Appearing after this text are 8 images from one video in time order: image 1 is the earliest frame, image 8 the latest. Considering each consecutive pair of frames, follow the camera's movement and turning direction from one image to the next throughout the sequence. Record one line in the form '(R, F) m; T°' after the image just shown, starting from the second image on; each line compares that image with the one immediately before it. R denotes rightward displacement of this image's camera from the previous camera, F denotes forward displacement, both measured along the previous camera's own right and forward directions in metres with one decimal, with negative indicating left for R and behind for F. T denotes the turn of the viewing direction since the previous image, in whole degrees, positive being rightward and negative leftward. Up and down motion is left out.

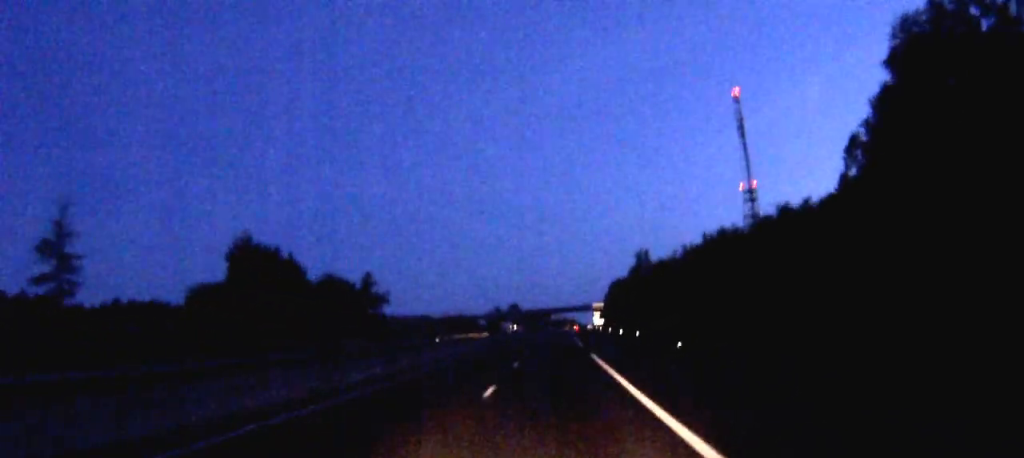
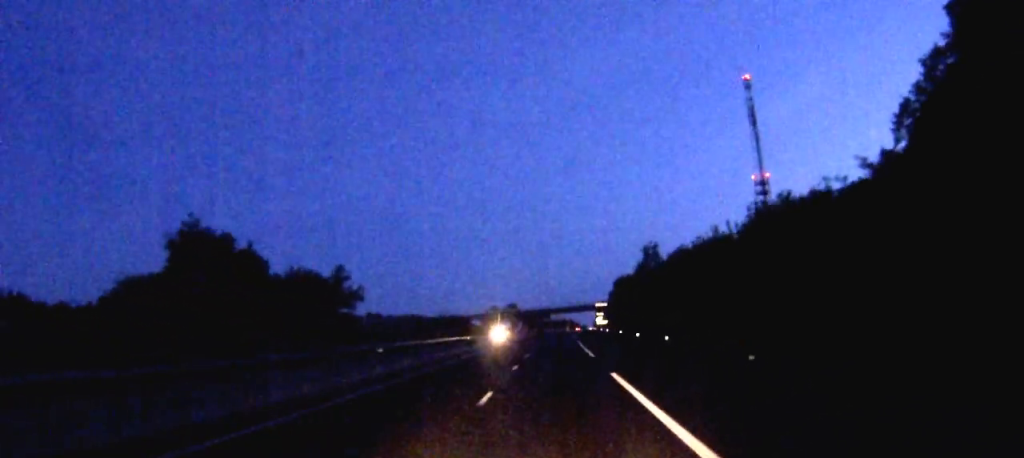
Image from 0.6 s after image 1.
(0.0, +13.9) m; 0°
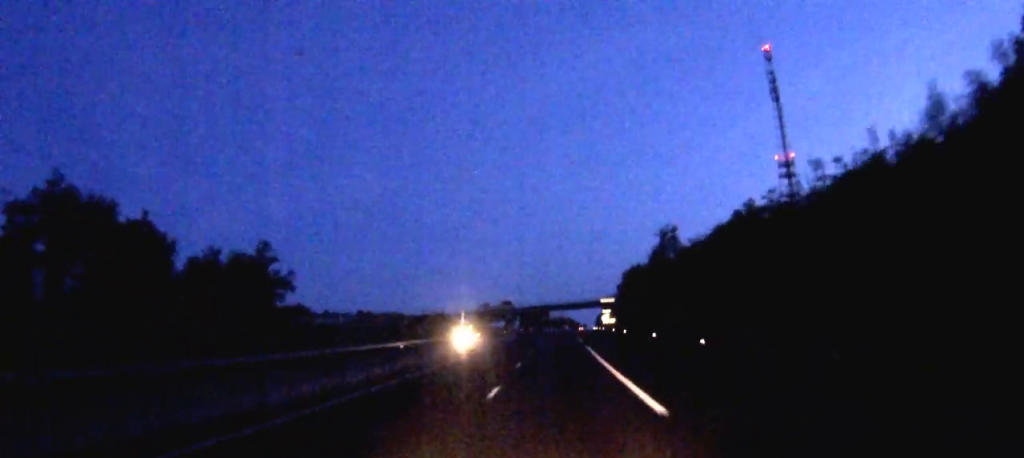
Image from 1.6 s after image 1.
(0.0, +24.6) m; 0°
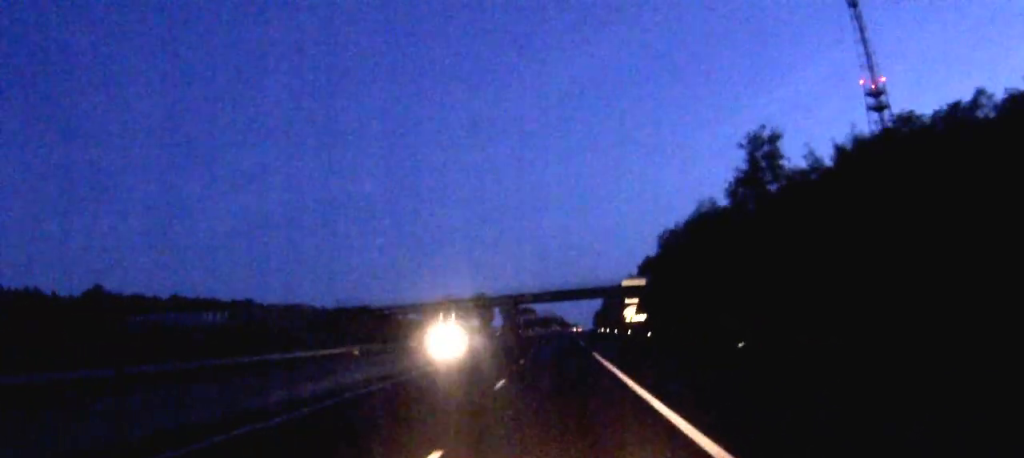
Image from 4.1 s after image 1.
(+1.0, +62.2) m; +1°
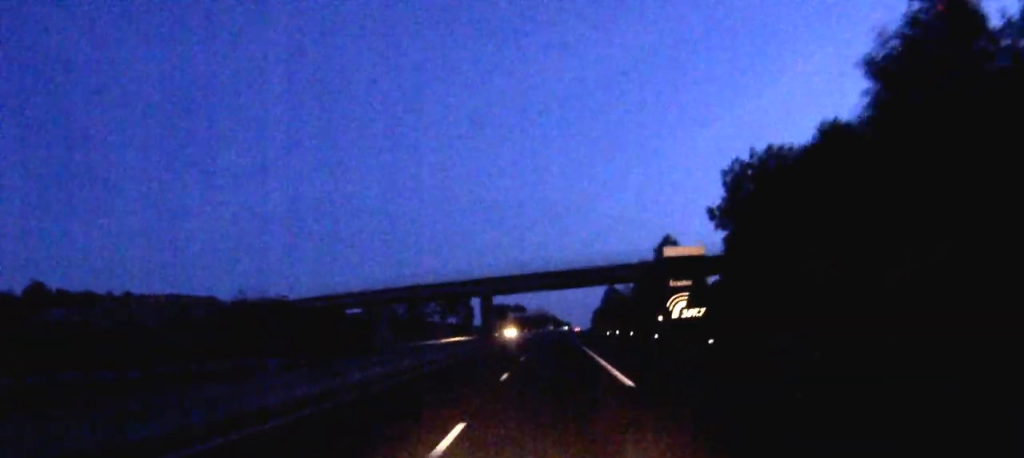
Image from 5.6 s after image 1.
(0.0, +35.5) m; 0°
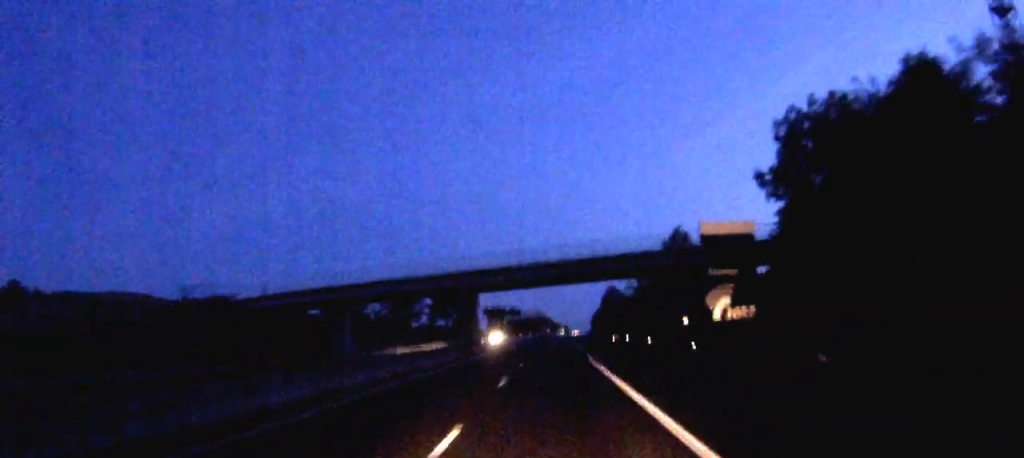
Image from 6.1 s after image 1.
(0.0, +12.9) m; 0°
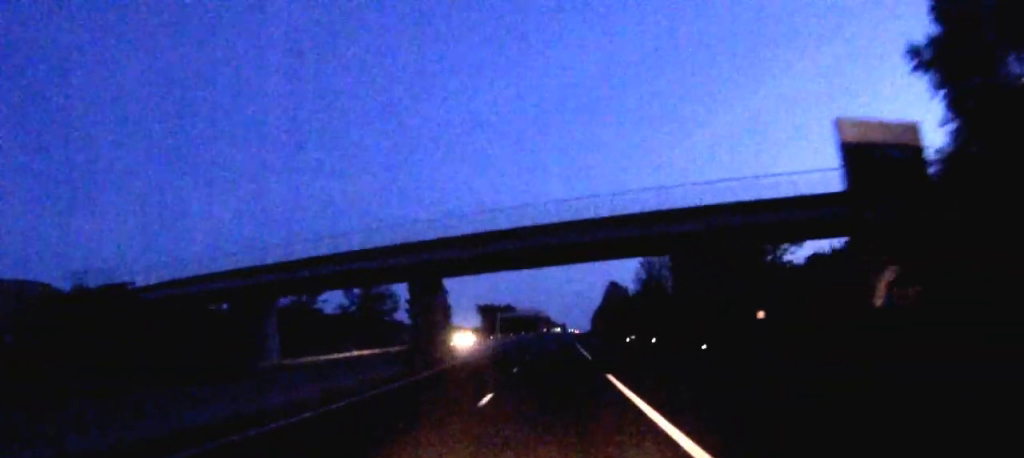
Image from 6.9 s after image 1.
(0.0, +18.5) m; 0°
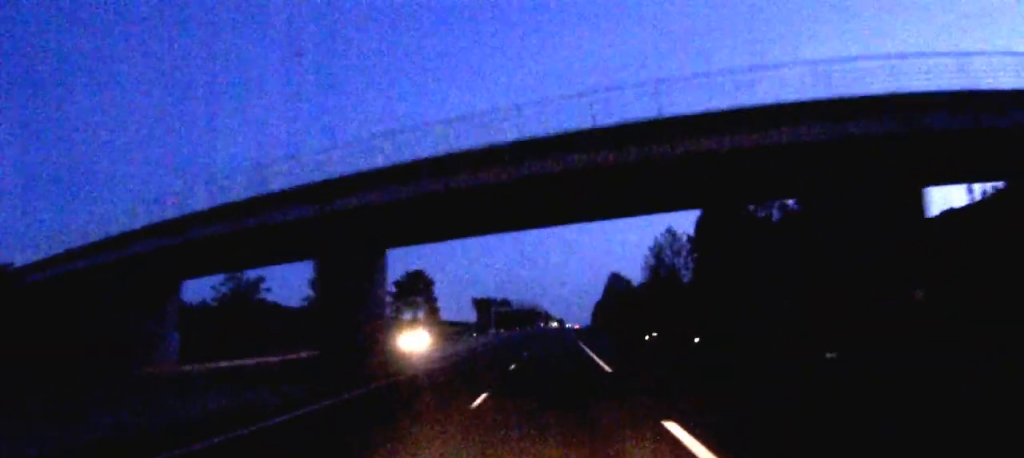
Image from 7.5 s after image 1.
(+0.1, +14.4) m; 0°
